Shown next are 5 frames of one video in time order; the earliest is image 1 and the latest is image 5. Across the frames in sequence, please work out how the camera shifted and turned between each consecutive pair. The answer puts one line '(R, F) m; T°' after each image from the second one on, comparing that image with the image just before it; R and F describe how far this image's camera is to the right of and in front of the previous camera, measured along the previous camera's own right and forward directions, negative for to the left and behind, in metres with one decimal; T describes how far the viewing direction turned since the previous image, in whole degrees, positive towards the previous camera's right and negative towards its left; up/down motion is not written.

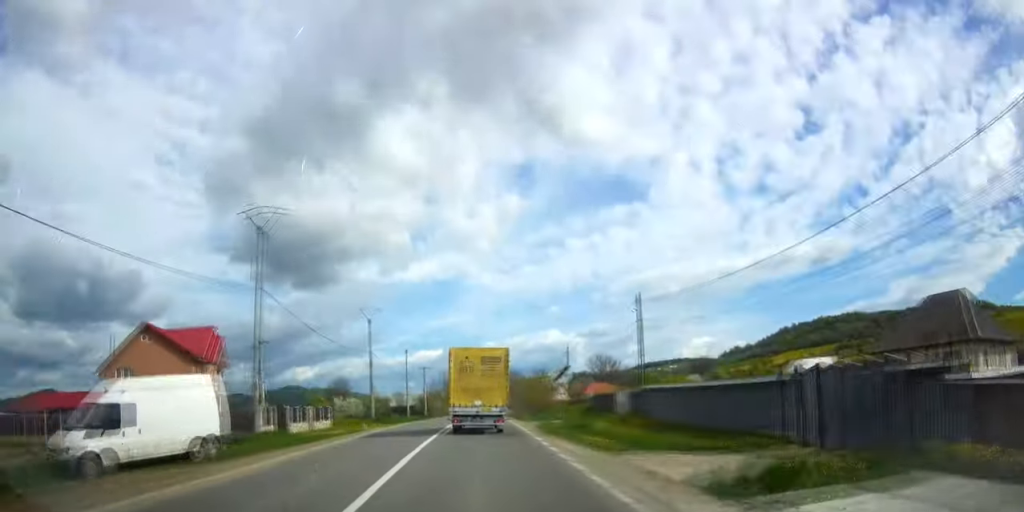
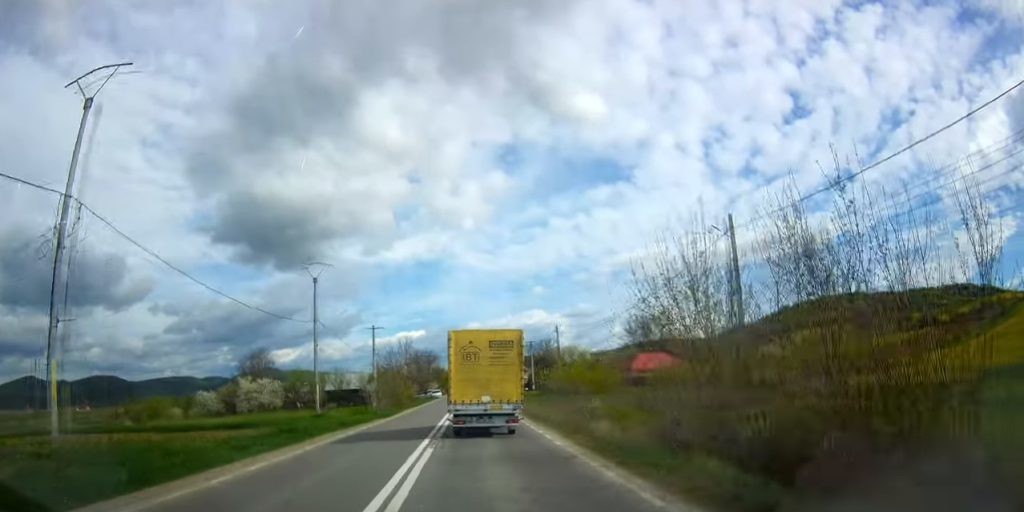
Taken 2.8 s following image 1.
(+1.1, +57.7) m; +2°
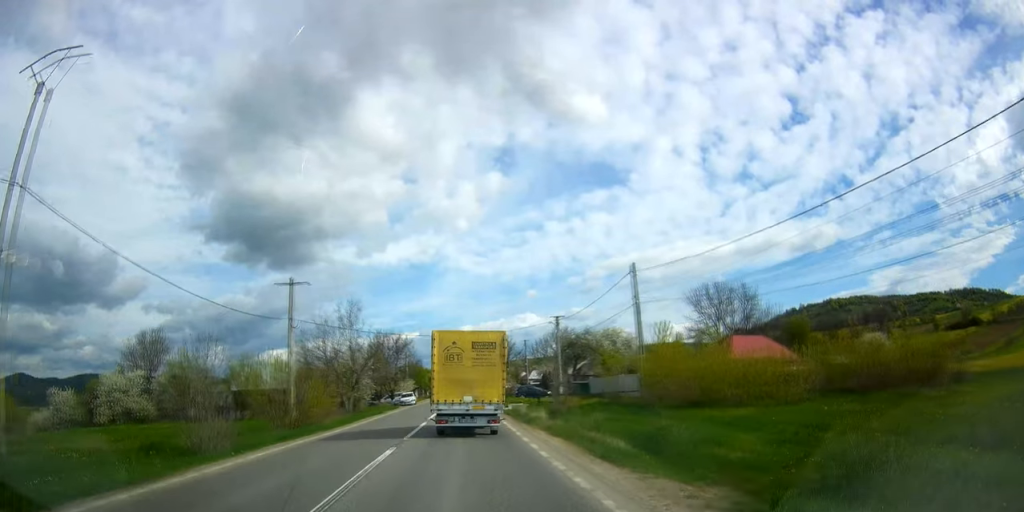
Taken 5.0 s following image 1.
(+0.5, +38.2) m; +2°
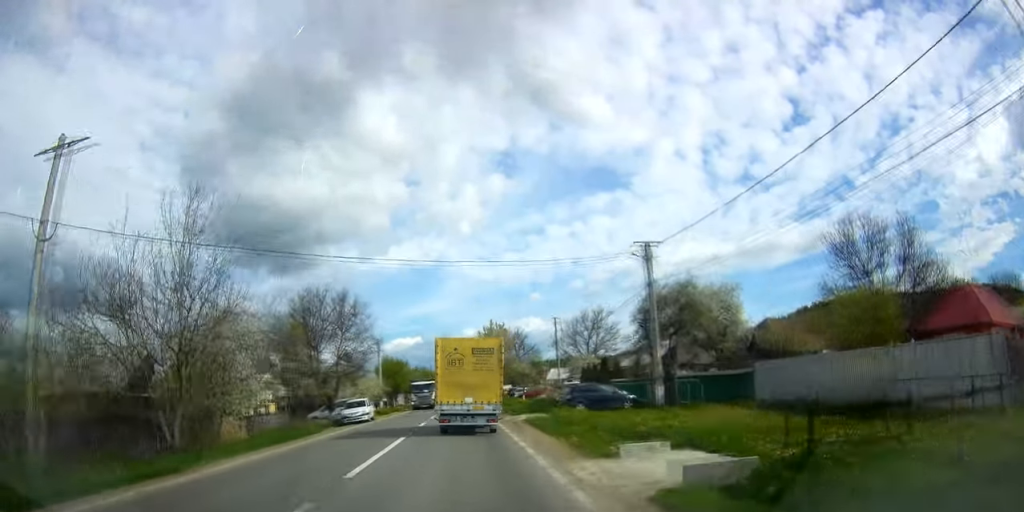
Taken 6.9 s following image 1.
(-0.5, +31.4) m; -1°
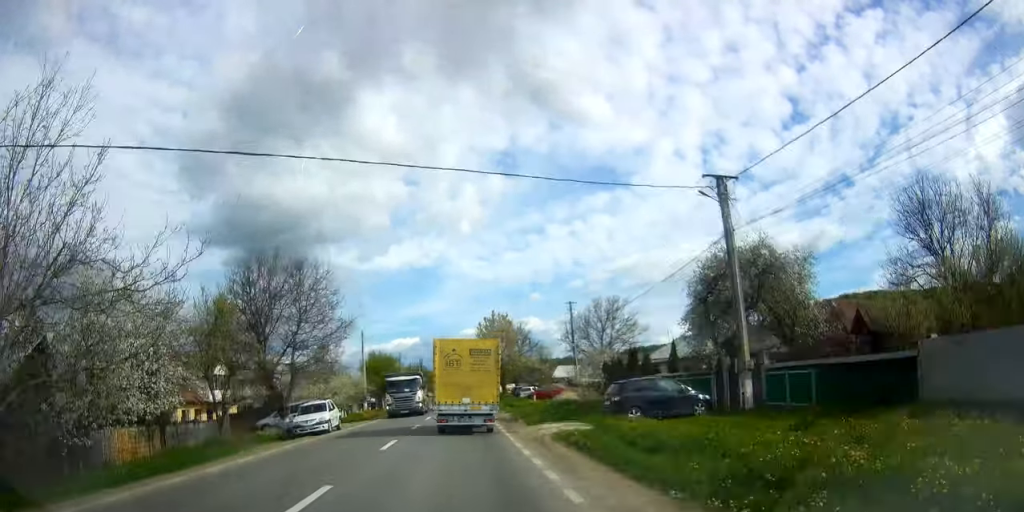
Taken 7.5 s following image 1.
(0.0, +9.8) m; 0°
